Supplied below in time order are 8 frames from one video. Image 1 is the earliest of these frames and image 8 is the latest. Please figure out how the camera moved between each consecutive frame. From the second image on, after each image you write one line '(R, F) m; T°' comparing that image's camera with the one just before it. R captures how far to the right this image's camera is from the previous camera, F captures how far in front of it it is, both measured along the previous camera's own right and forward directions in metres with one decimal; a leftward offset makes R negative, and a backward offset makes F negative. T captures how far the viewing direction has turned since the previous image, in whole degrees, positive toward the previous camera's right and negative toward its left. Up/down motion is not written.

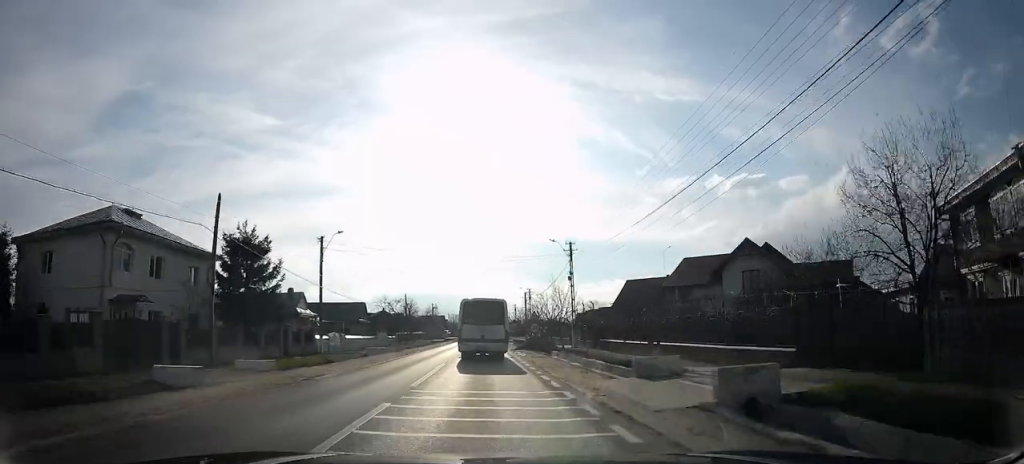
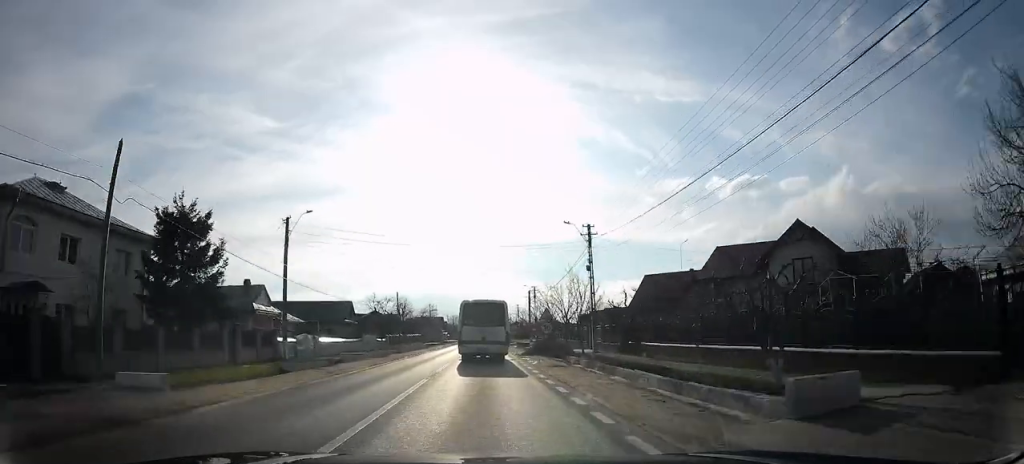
(+0.3, +6.8) m; 0°
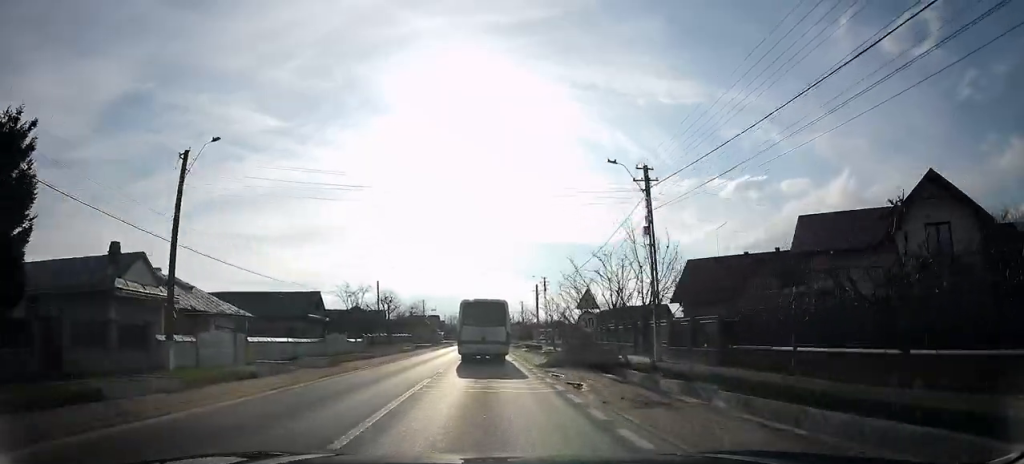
(-0.3, +11.7) m; -2°
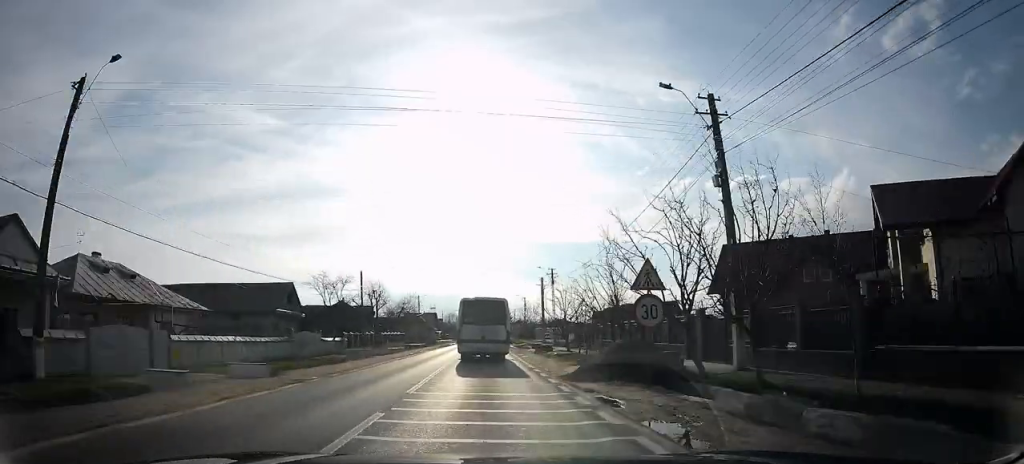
(-0.1, +6.8) m; -1°
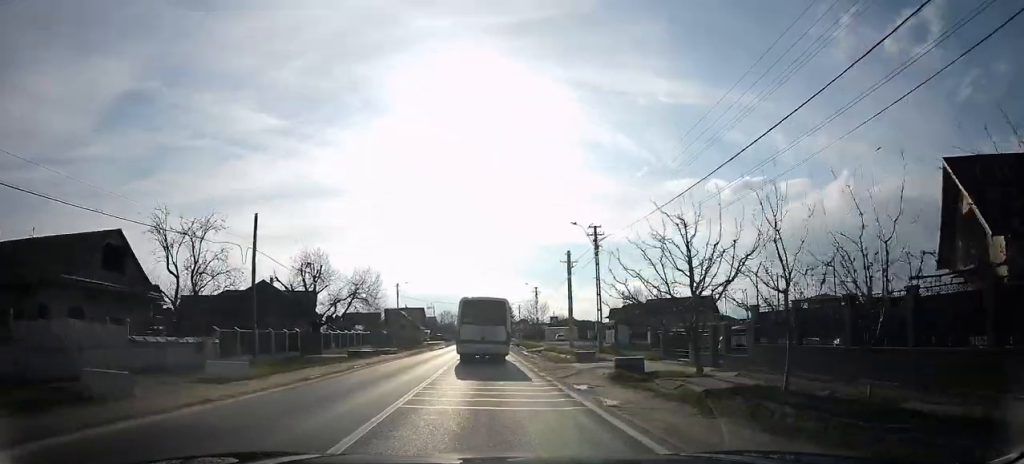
(+0.7, +21.4) m; +3°
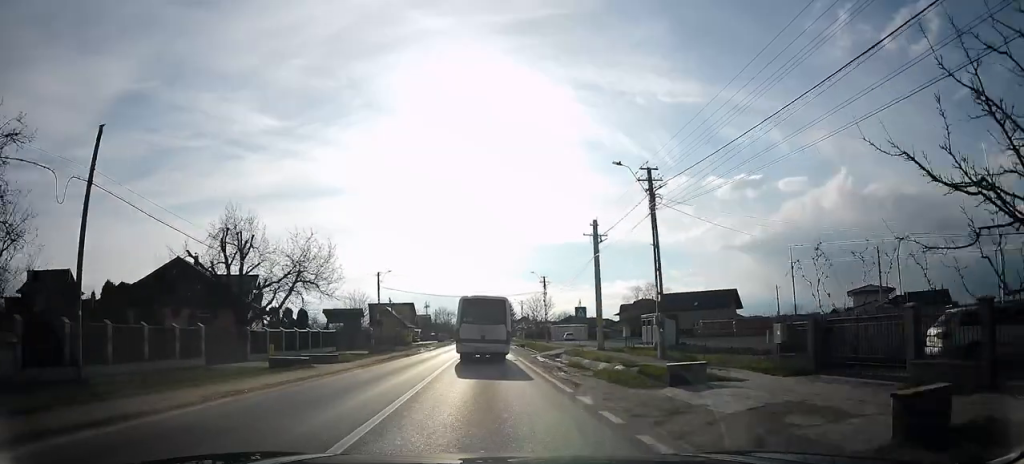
(+0.1, +11.6) m; -1°
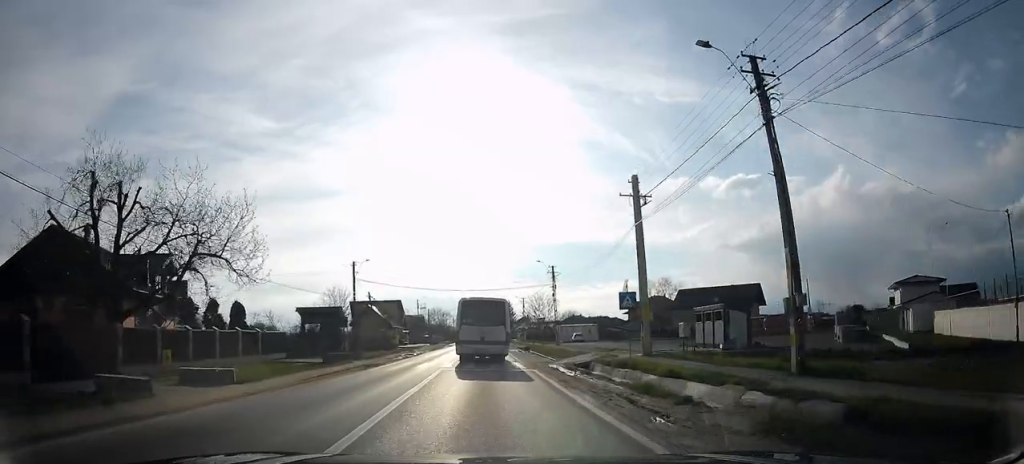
(-0.3, +10.1) m; -2°
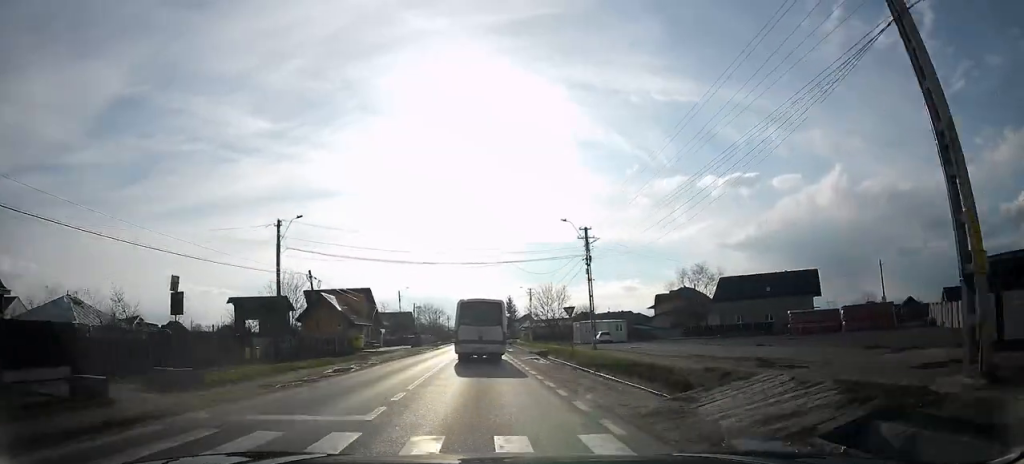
(0.0, +17.9) m; 0°
